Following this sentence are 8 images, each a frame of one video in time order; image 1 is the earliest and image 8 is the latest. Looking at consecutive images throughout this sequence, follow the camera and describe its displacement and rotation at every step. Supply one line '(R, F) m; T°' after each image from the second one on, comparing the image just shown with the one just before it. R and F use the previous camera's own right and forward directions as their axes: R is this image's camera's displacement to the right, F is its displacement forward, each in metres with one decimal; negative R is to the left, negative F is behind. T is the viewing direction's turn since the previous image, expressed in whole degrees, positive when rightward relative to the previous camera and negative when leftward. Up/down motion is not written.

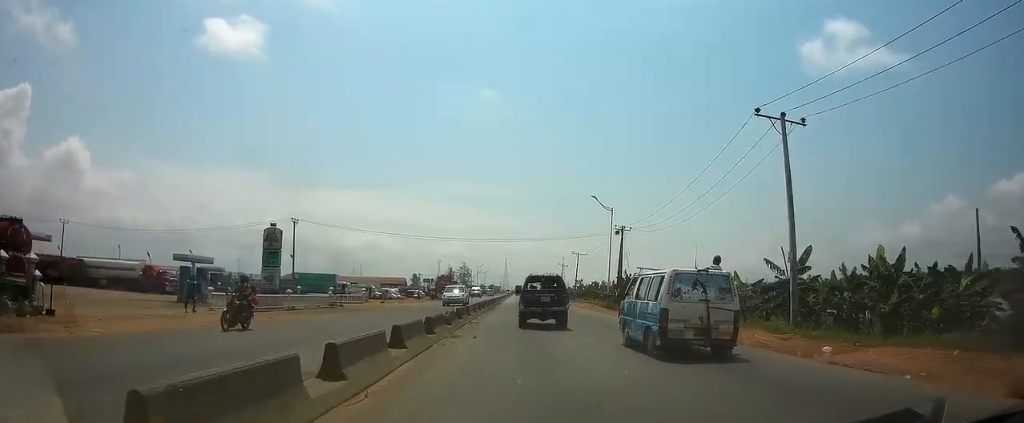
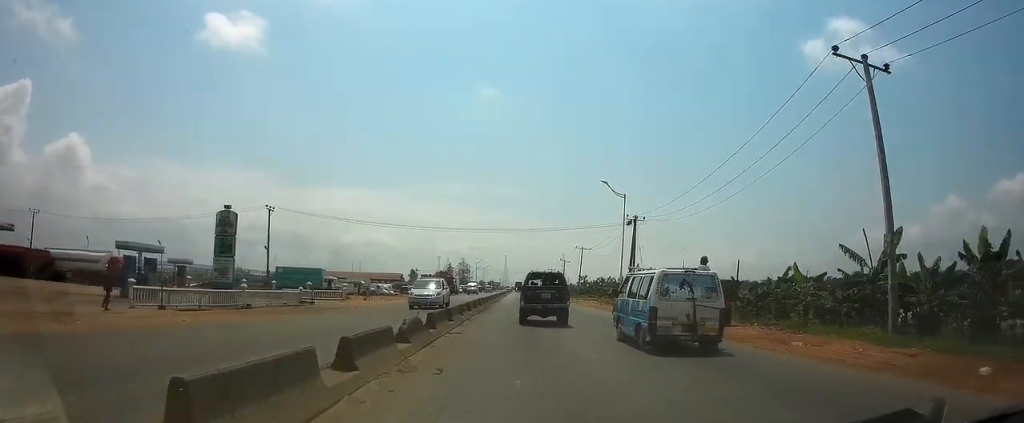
(0.0, +6.8) m; 0°
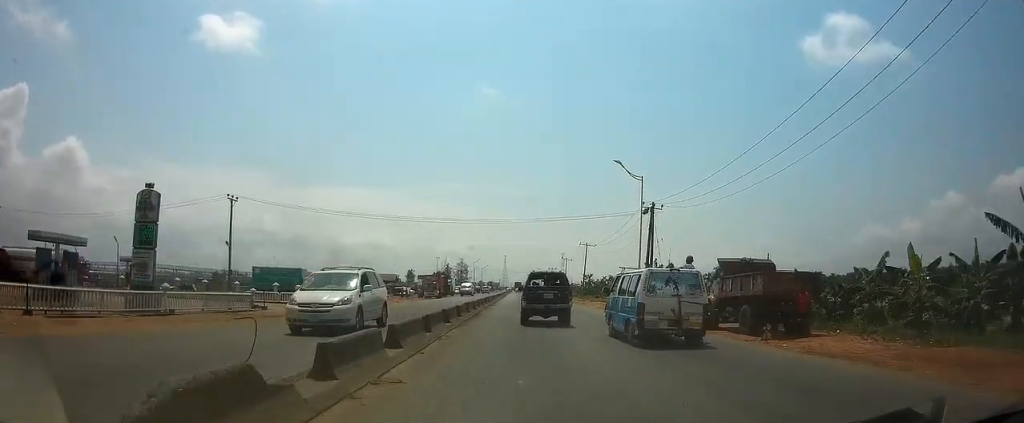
(0.0, +8.1) m; 0°
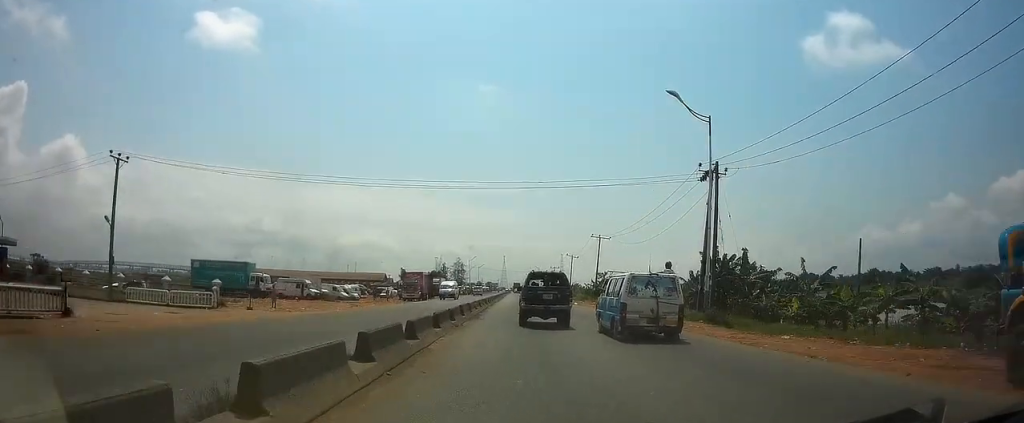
(+0.1, +16.2) m; 0°
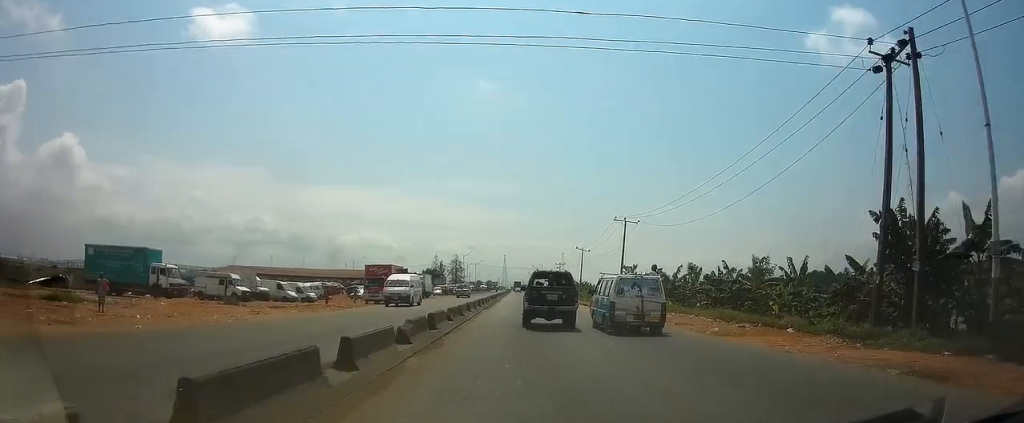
(0.0, +18.8) m; 0°
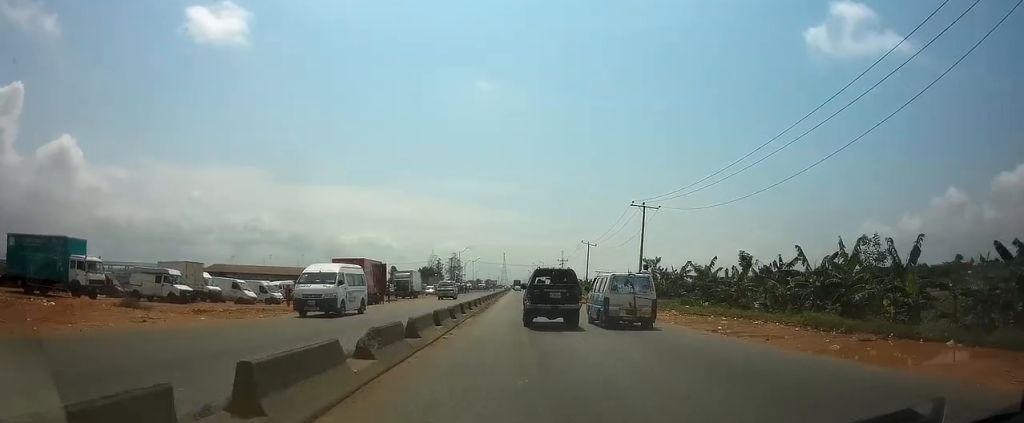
(0.0, +10.0) m; 0°
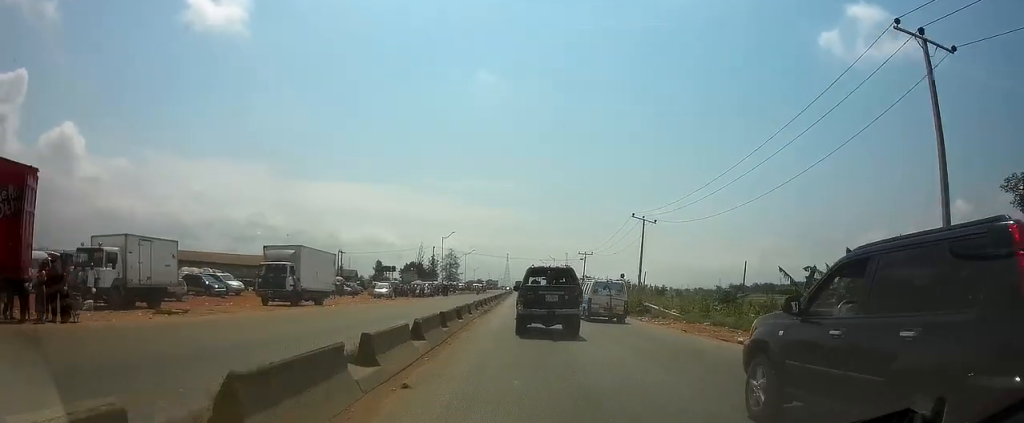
(0.0, +40.5) m; 0°
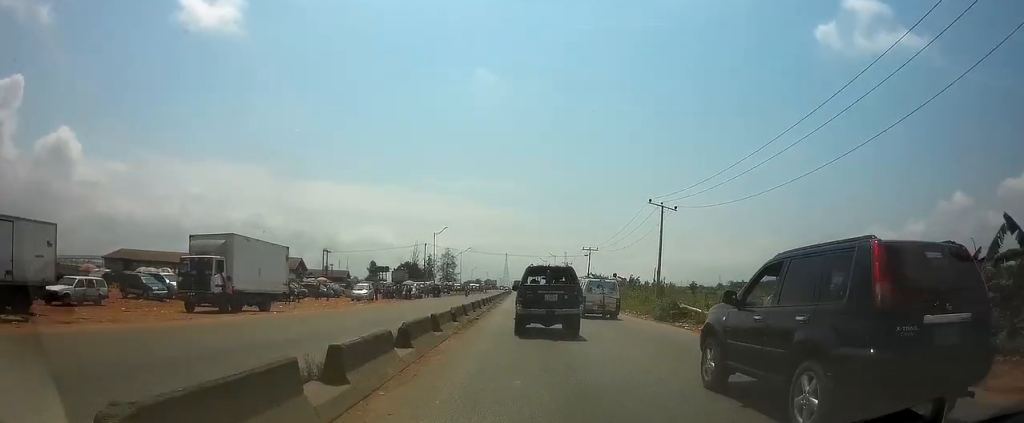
(0.0, +8.6) m; 0°
